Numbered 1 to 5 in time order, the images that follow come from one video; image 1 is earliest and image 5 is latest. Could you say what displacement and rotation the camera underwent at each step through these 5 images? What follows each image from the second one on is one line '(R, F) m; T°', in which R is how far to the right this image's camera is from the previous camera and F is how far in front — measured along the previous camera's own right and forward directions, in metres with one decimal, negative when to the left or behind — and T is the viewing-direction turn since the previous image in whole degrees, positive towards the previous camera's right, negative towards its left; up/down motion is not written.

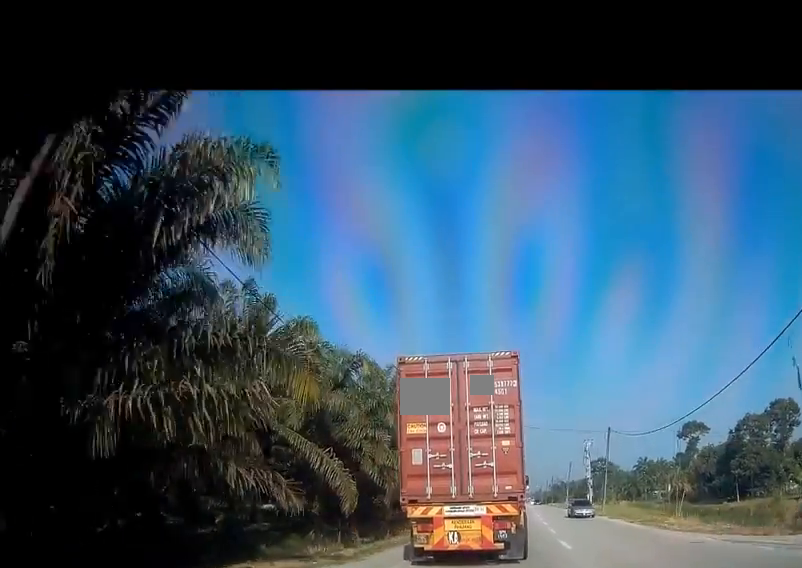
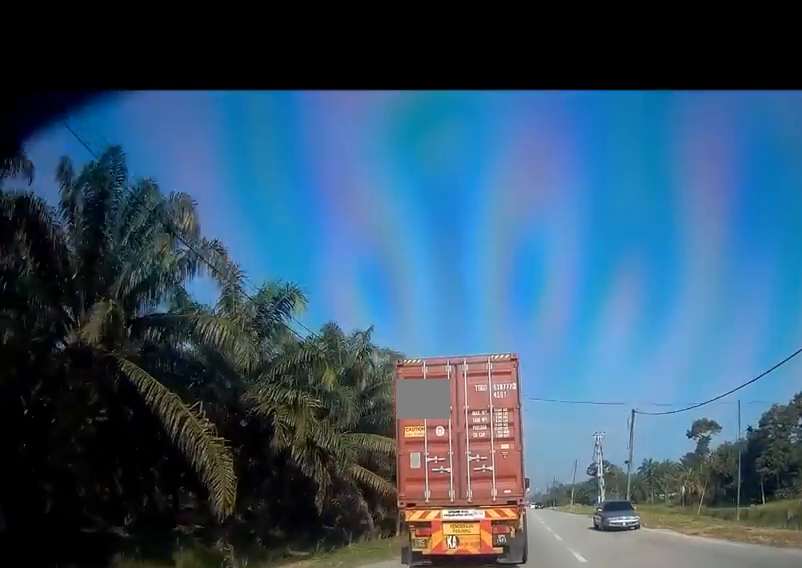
(+0.3, +10.5) m; 0°
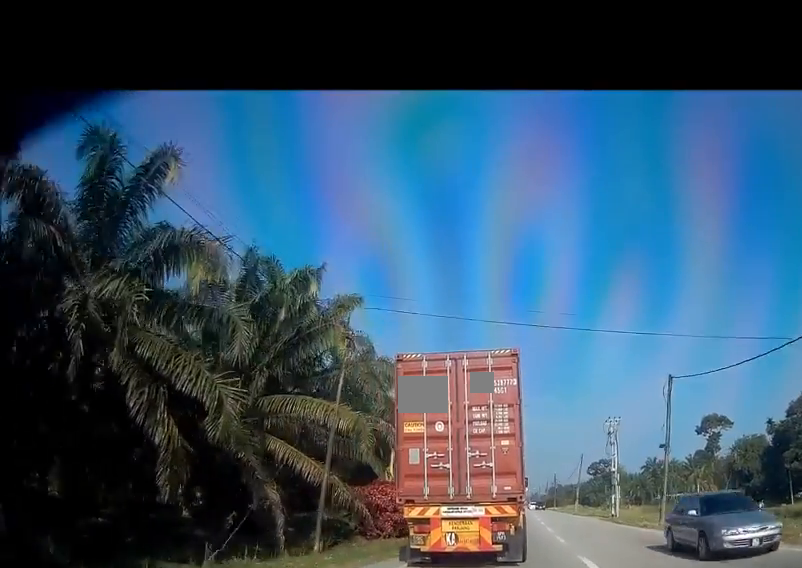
(0.0, +10.0) m; 0°
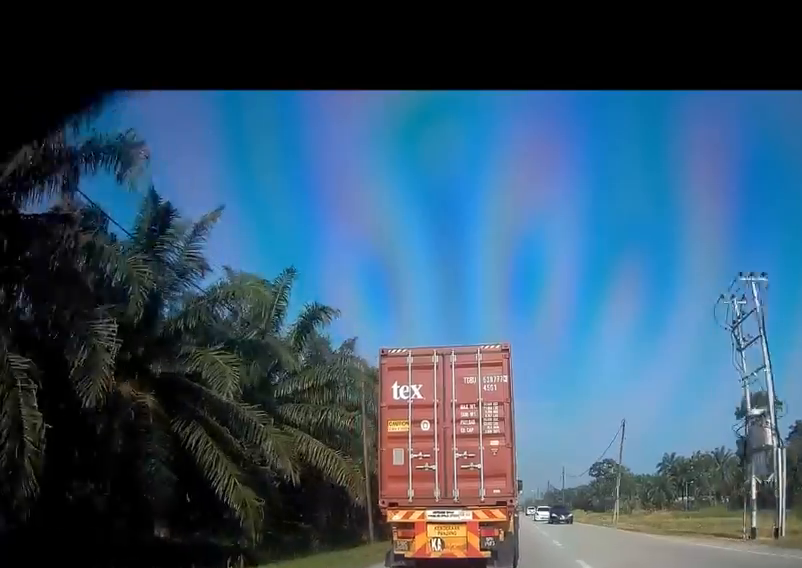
(+0.2, +30.9) m; +1°
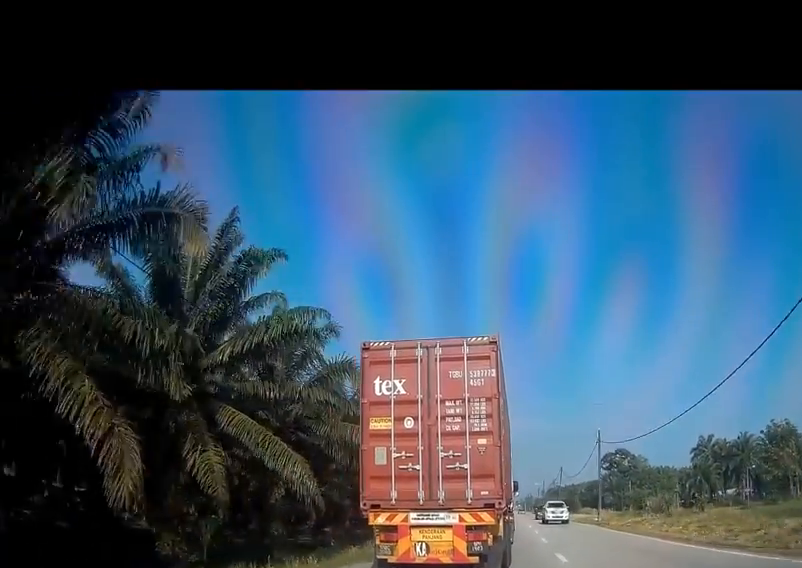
(+0.1, +35.7) m; +1°
